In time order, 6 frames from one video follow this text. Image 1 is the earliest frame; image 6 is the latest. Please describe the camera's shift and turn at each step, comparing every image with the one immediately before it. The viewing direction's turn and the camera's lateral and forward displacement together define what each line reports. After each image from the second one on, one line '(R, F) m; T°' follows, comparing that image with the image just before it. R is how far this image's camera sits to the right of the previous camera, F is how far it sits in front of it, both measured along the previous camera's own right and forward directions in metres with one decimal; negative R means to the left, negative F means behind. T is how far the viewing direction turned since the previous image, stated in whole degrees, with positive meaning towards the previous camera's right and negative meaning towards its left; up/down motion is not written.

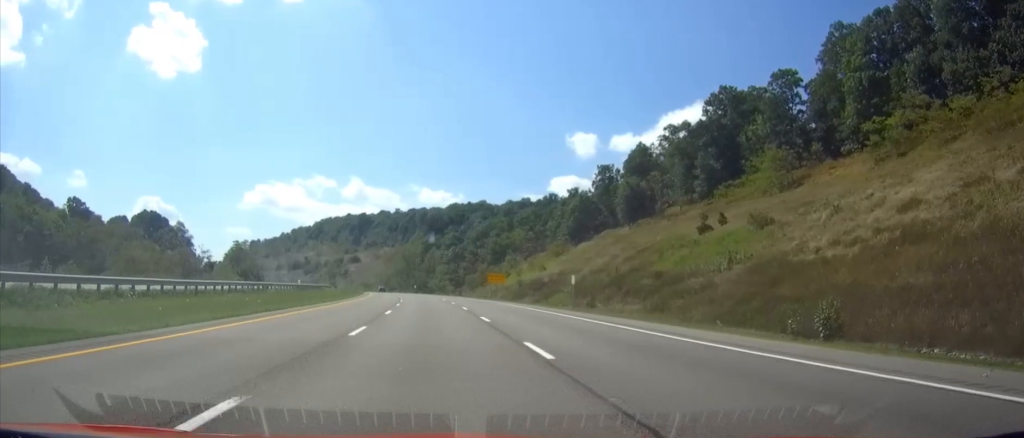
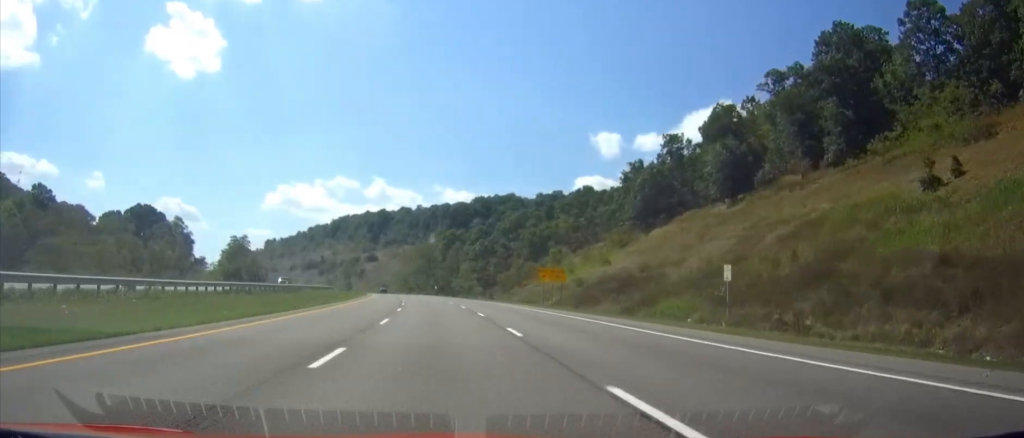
(-0.5, +31.1) m; -2°
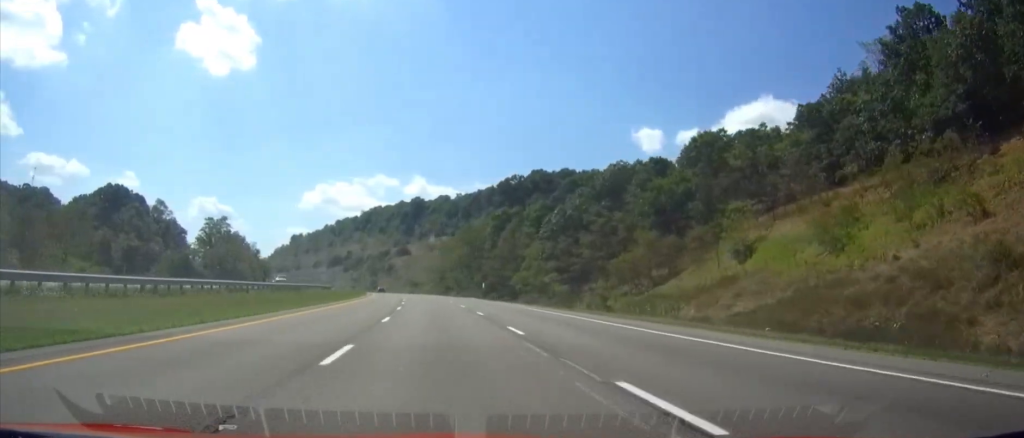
(-1.7, +61.1) m; -3°
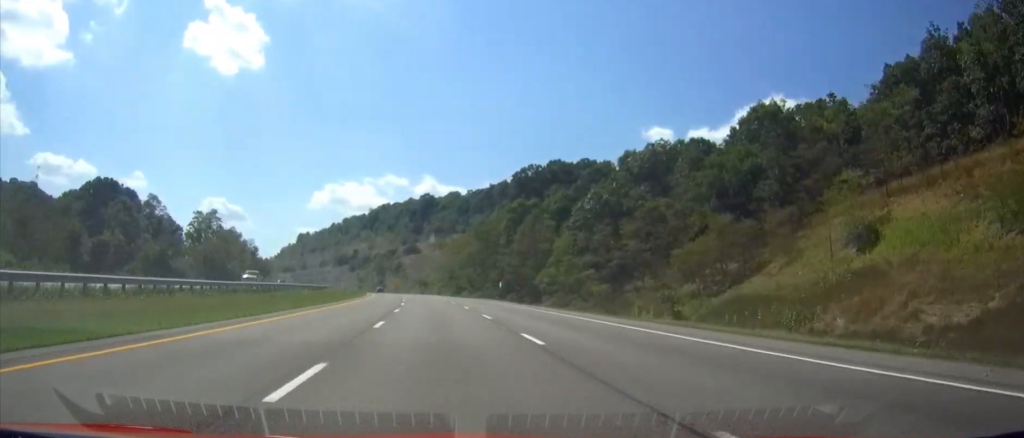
(-0.2, +15.5) m; -1°
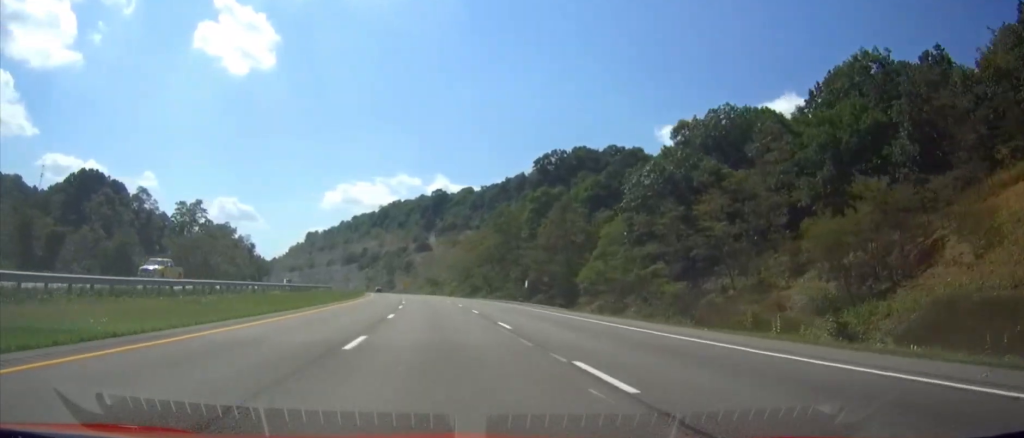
(-0.1, +18.7) m; -1°
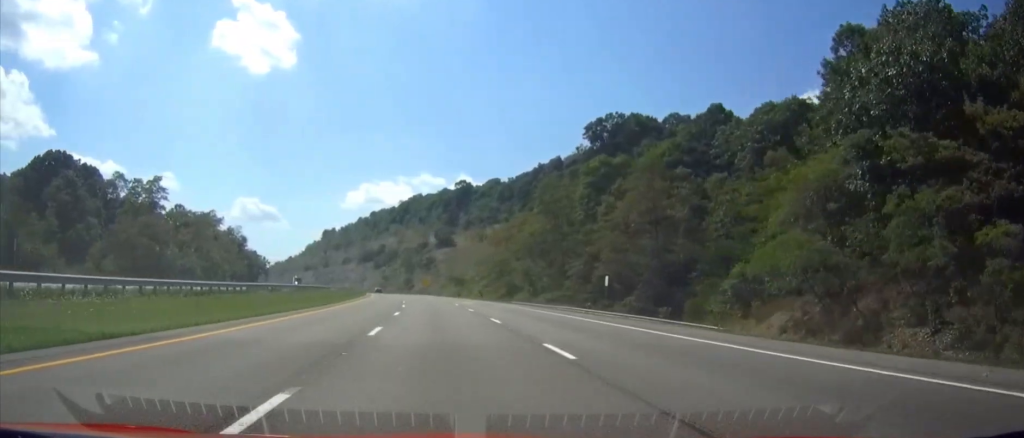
(-0.4, +33.3) m; -2°
